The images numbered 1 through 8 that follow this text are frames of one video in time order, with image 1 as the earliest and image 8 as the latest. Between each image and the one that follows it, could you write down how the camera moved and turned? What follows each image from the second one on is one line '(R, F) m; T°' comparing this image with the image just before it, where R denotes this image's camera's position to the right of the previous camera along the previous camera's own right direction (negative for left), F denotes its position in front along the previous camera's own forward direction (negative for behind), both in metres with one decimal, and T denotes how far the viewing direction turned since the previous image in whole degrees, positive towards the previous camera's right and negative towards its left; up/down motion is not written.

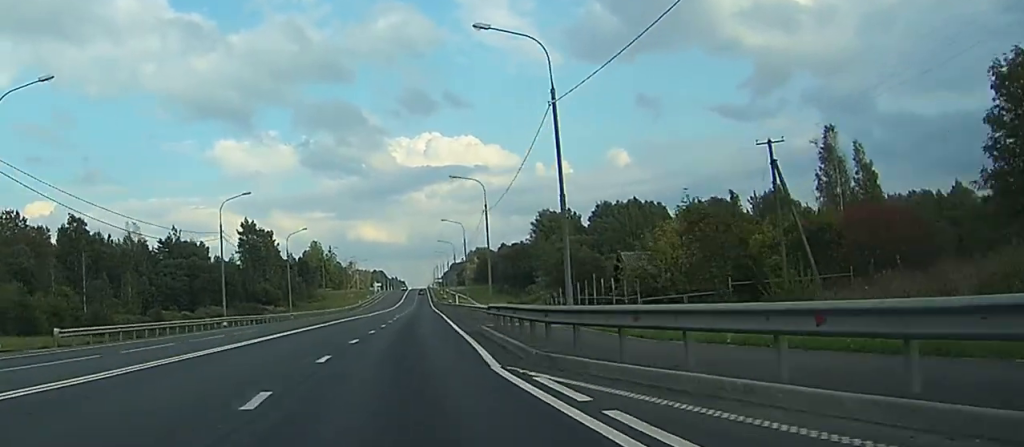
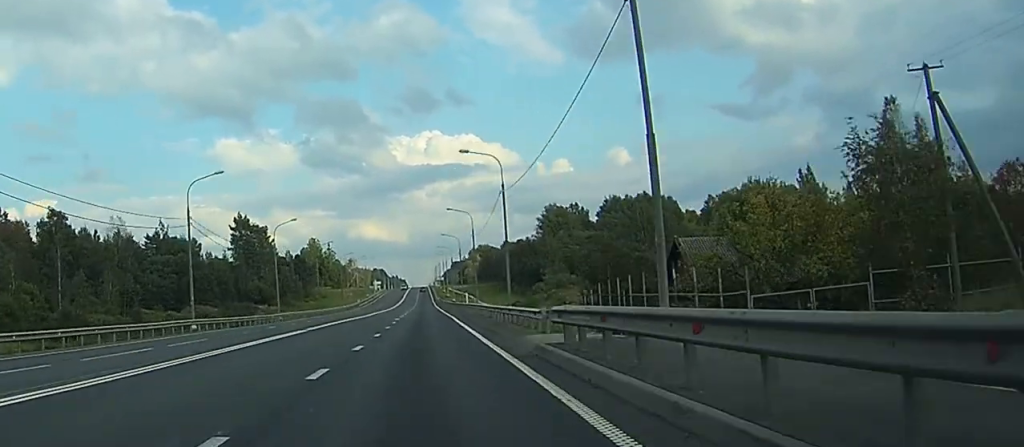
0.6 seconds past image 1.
(0.0, +11.9) m; 0°
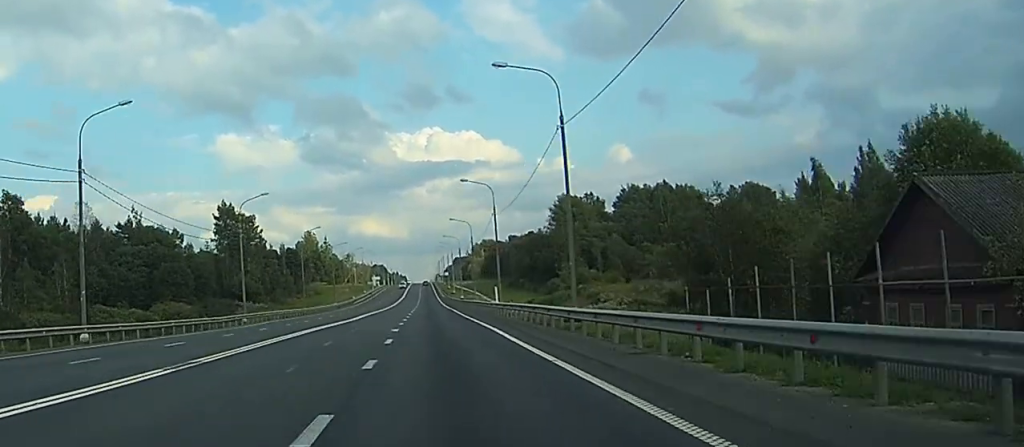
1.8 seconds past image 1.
(0.0, +22.2) m; 0°
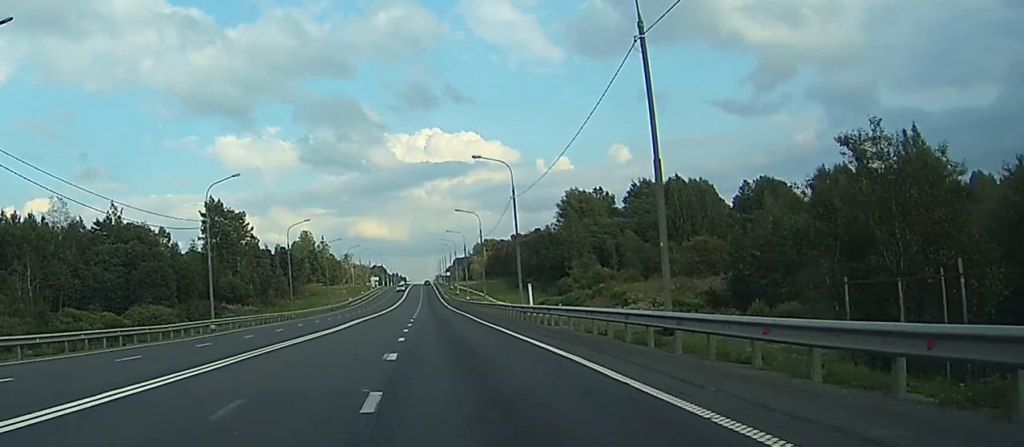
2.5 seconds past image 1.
(-0.1, +13.5) m; 0°
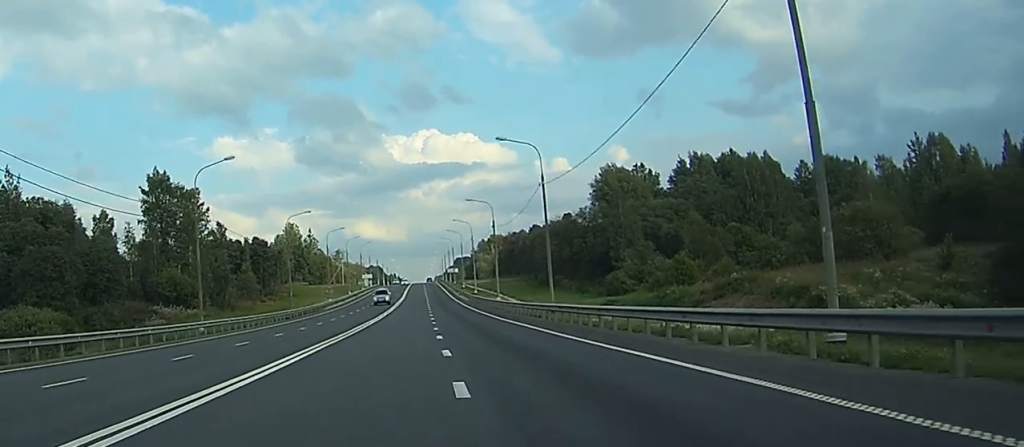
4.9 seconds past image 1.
(0.0, +46.7) m; 0°
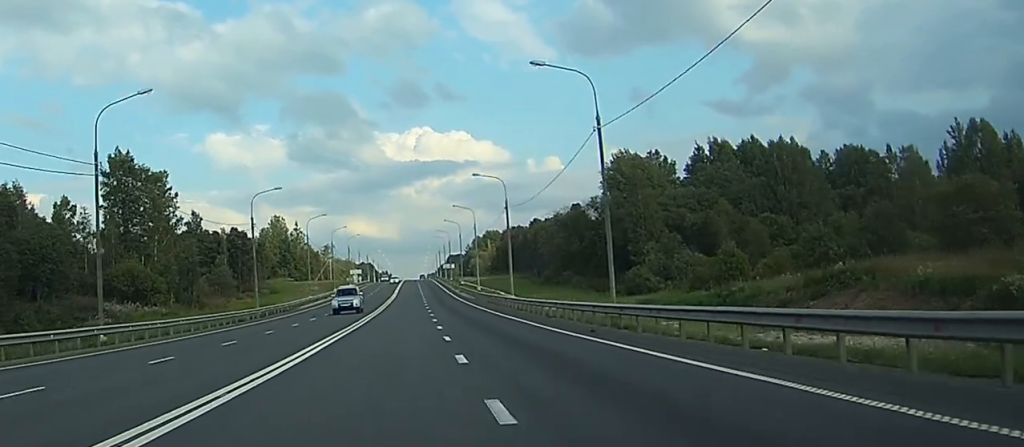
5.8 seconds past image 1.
(0.0, +18.3) m; 0°
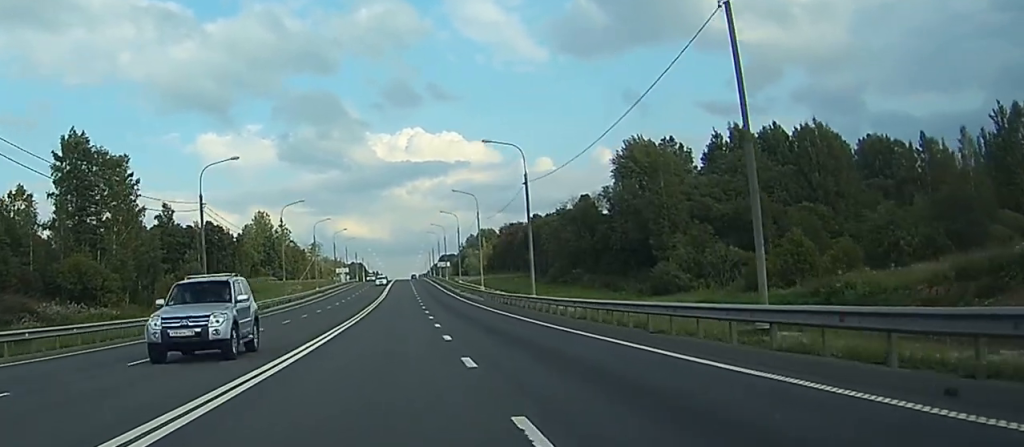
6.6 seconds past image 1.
(+0.1, +17.2) m; 0°
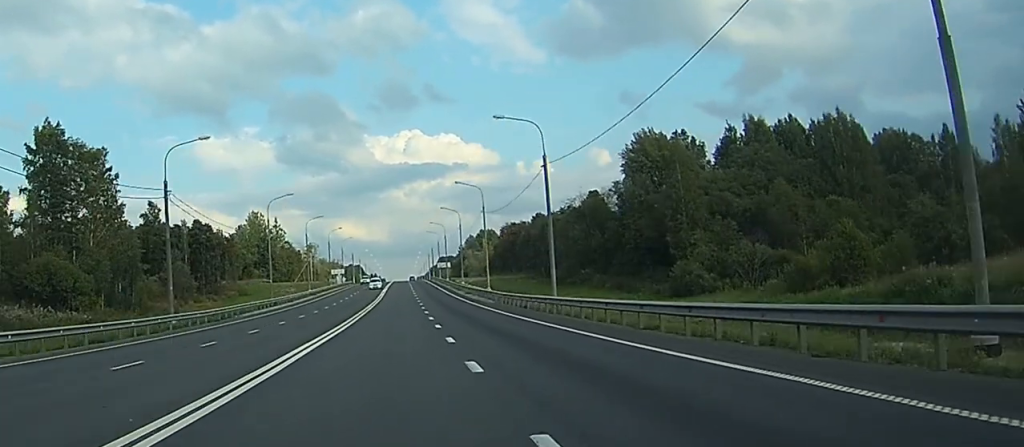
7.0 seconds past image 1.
(0.0, +9.1) m; 0°
